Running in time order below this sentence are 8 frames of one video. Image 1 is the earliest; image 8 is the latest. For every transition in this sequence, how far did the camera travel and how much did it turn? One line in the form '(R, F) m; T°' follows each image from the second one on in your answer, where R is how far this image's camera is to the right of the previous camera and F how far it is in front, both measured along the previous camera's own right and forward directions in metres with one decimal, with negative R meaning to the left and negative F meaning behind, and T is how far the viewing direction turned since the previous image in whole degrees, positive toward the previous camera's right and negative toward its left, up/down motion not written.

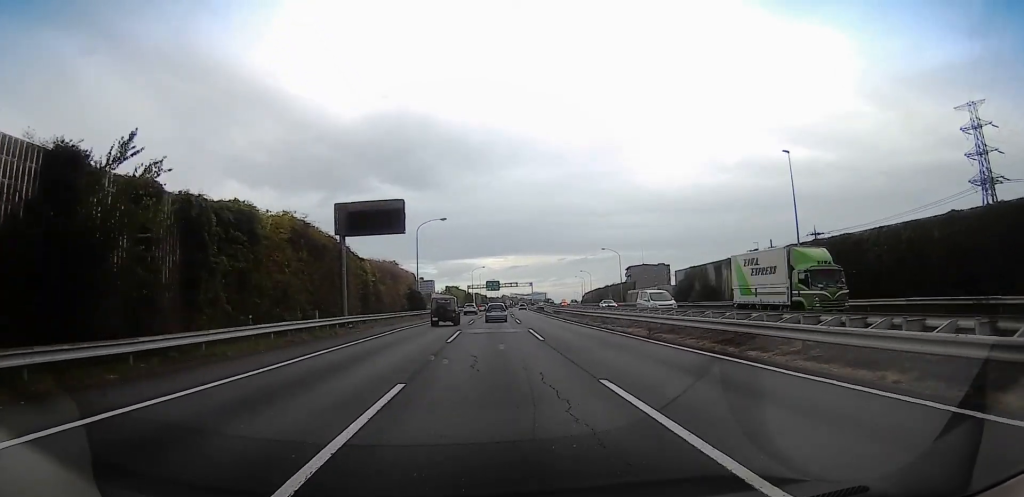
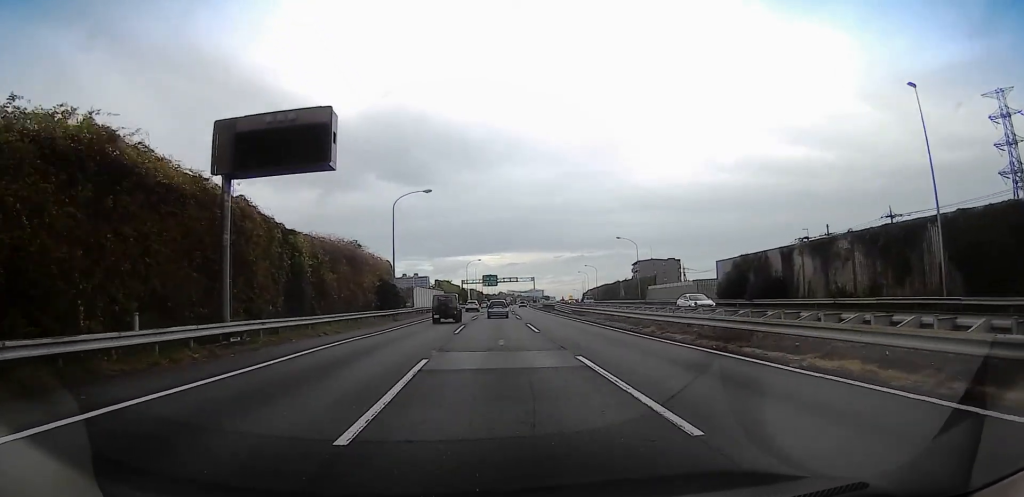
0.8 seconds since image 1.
(+0.4, +17.5) m; +1°
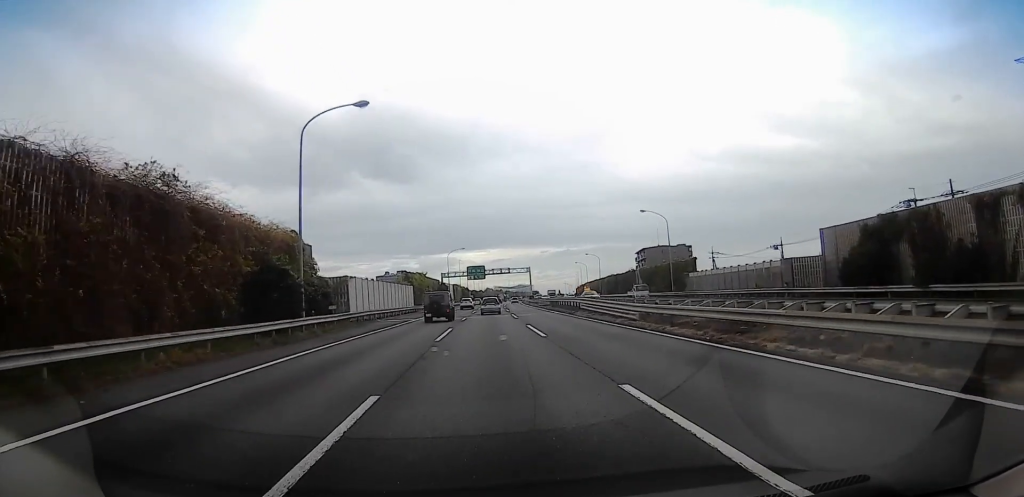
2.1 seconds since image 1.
(-0.2, +26.2) m; 0°
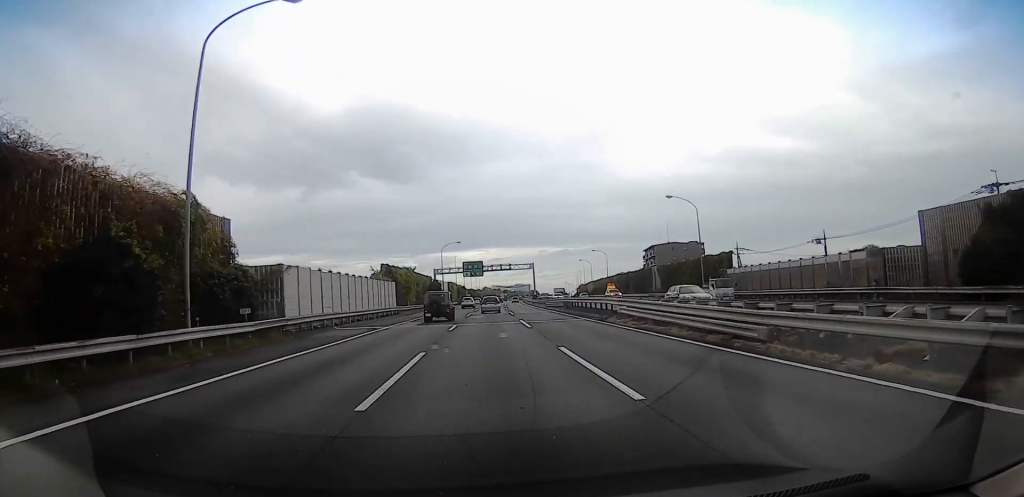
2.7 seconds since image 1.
(+0.1, +13.0) m; +1°
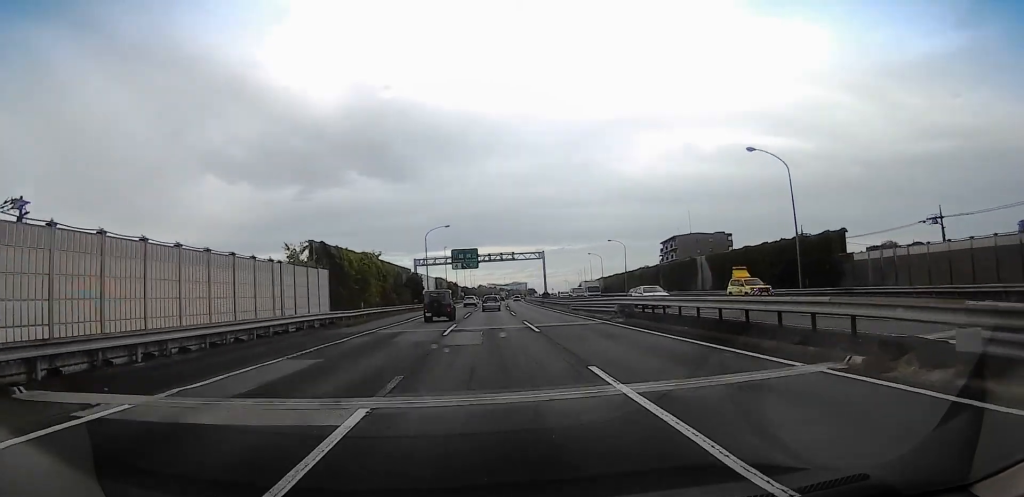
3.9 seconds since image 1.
(+0.6, +23.0) m; +2°
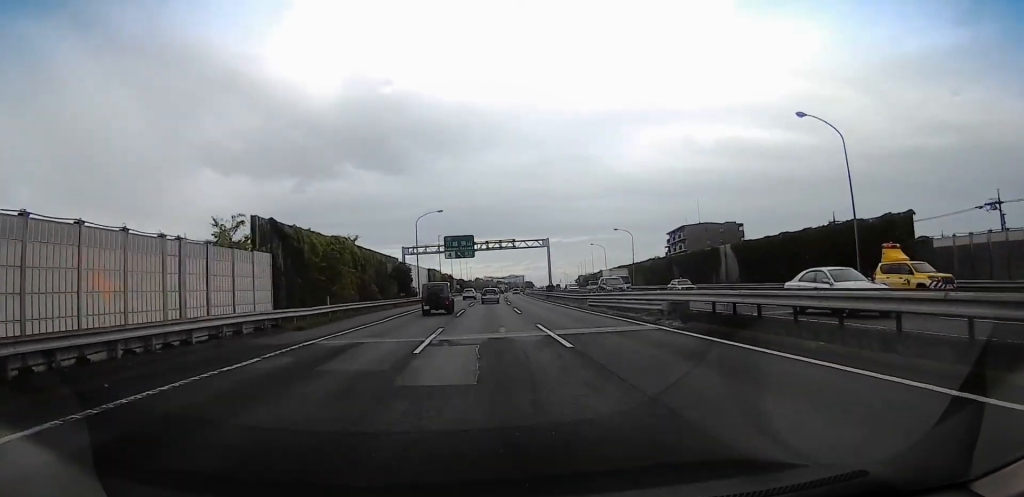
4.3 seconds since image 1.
(0.0, +8.8) m; 0°
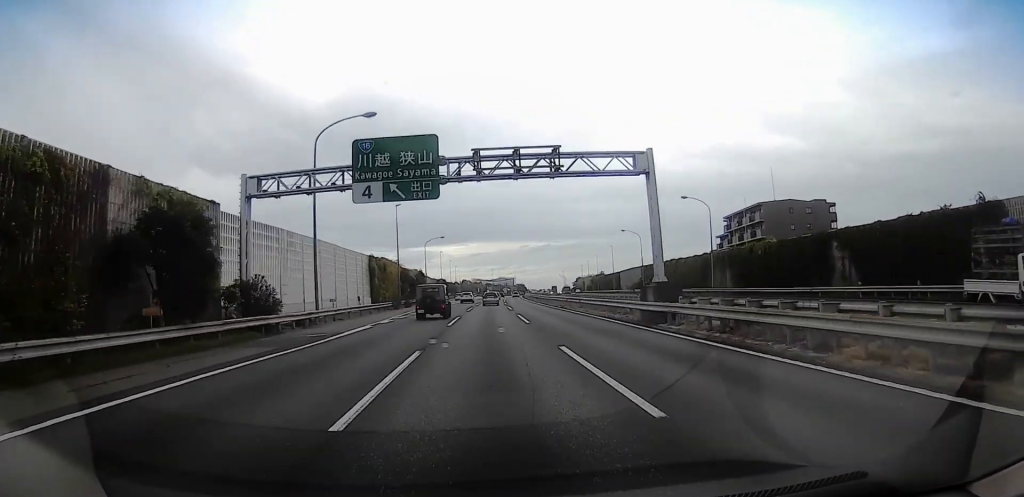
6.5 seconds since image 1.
(-1.8, +45.7) m; -1°
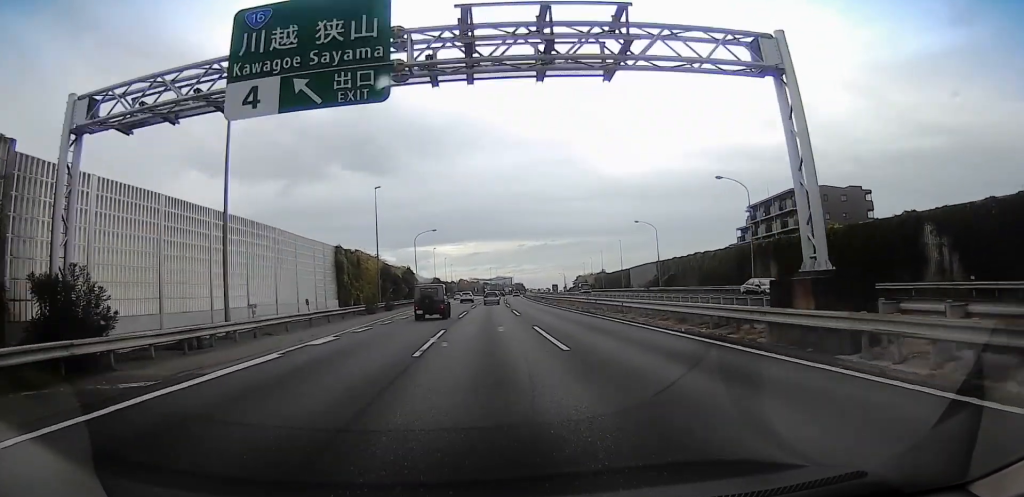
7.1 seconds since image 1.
(+0.4, +12.5) m; +3°
